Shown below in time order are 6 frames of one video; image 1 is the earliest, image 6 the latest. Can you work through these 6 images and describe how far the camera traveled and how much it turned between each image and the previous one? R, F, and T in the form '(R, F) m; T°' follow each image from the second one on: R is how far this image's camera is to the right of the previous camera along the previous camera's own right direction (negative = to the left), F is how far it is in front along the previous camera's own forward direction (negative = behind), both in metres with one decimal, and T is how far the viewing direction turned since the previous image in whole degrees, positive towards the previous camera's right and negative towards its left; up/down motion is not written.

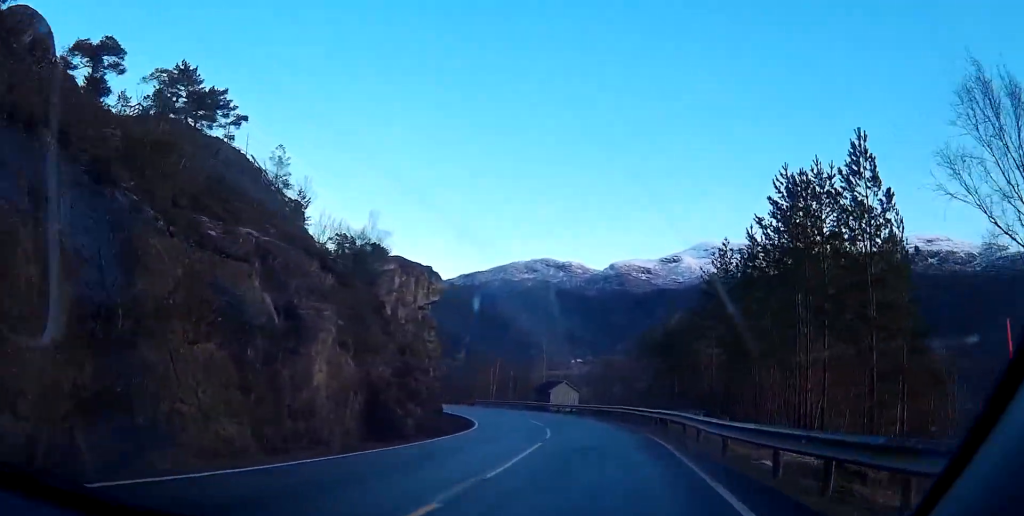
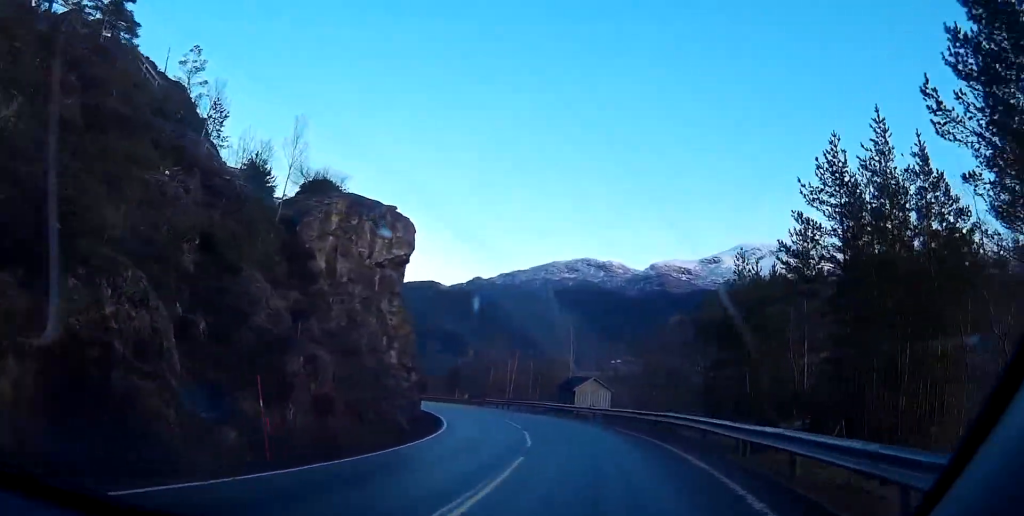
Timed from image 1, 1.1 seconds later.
(0.0, +16.6) m; 0°
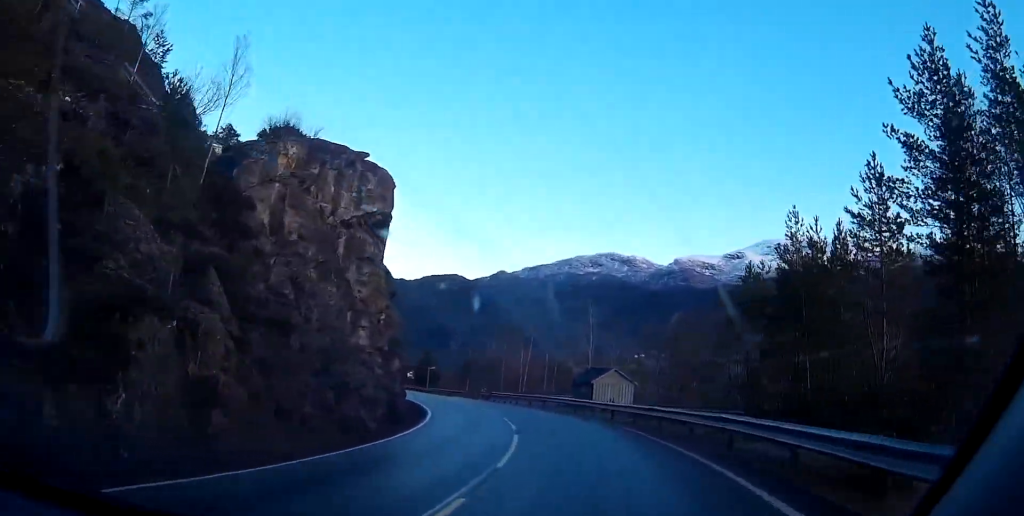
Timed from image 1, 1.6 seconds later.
(0.0, +7.7) m; 0°
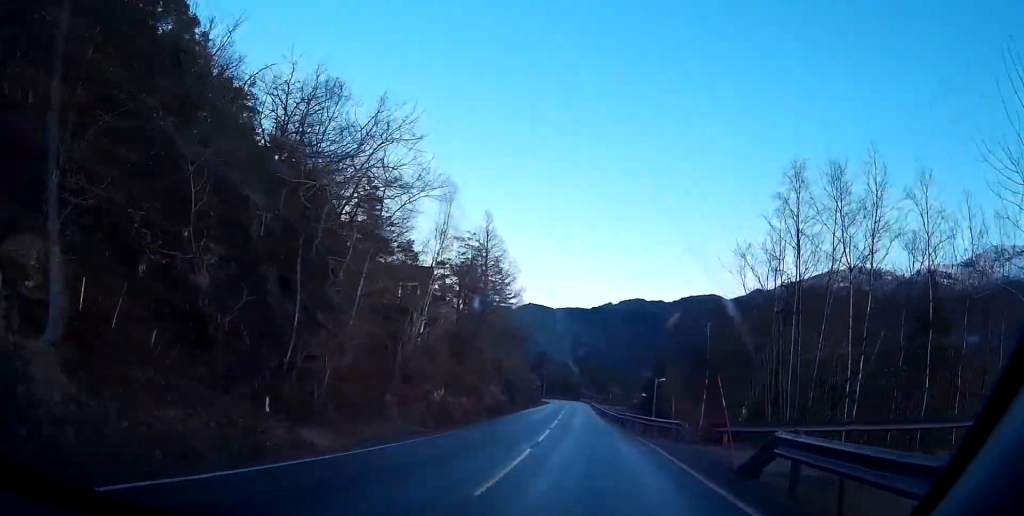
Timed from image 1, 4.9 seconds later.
(-5.0, +52.2) m; -19°
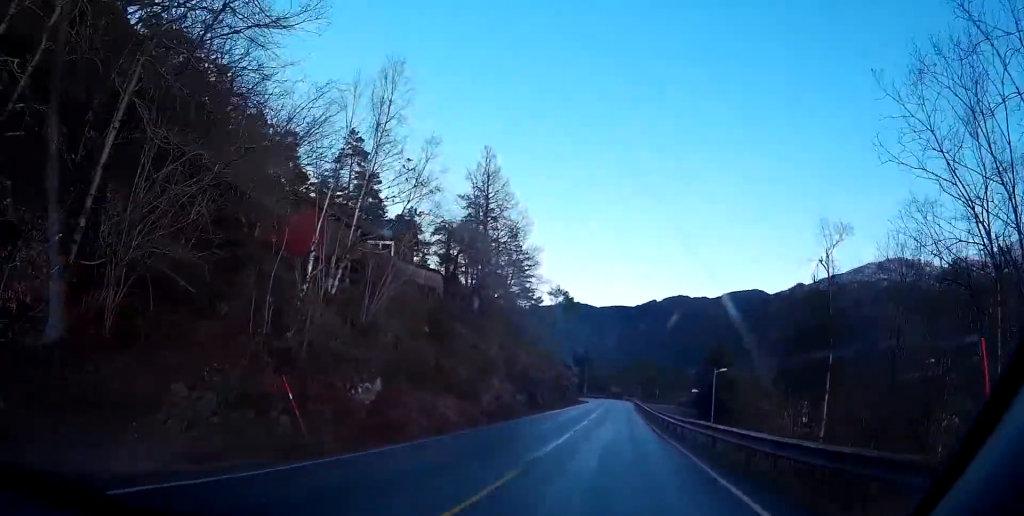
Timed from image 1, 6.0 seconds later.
(-0.7, +18.1) m; -2°
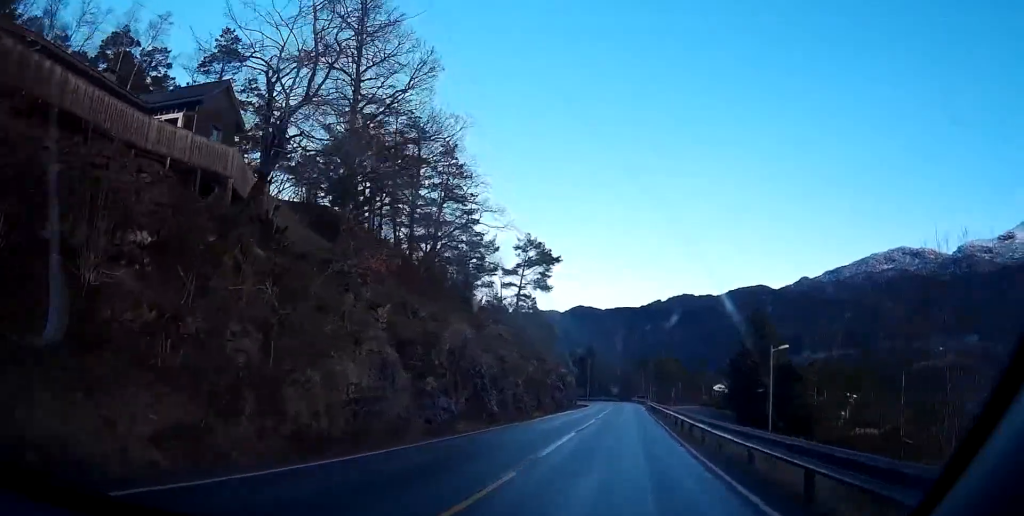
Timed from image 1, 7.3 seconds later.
(+0.2, +24.2) m; +1°
